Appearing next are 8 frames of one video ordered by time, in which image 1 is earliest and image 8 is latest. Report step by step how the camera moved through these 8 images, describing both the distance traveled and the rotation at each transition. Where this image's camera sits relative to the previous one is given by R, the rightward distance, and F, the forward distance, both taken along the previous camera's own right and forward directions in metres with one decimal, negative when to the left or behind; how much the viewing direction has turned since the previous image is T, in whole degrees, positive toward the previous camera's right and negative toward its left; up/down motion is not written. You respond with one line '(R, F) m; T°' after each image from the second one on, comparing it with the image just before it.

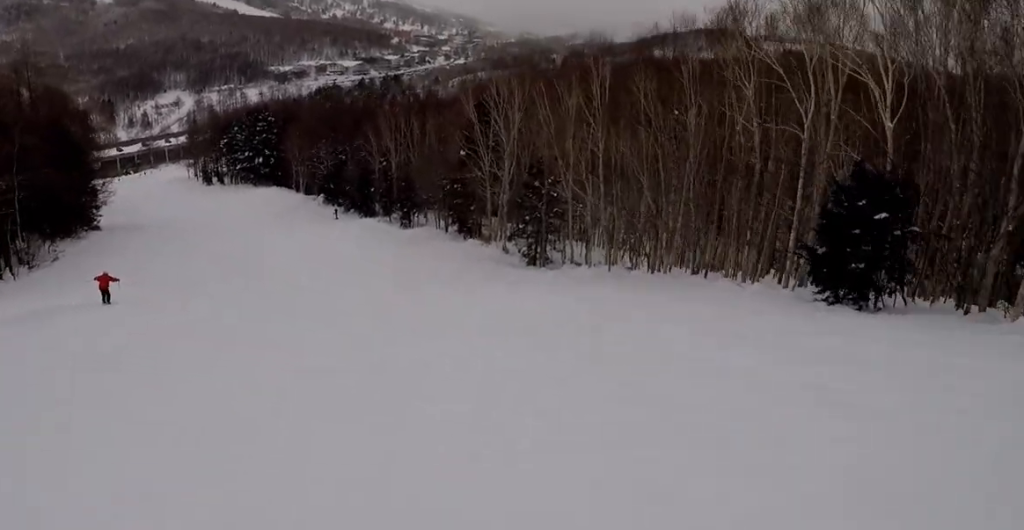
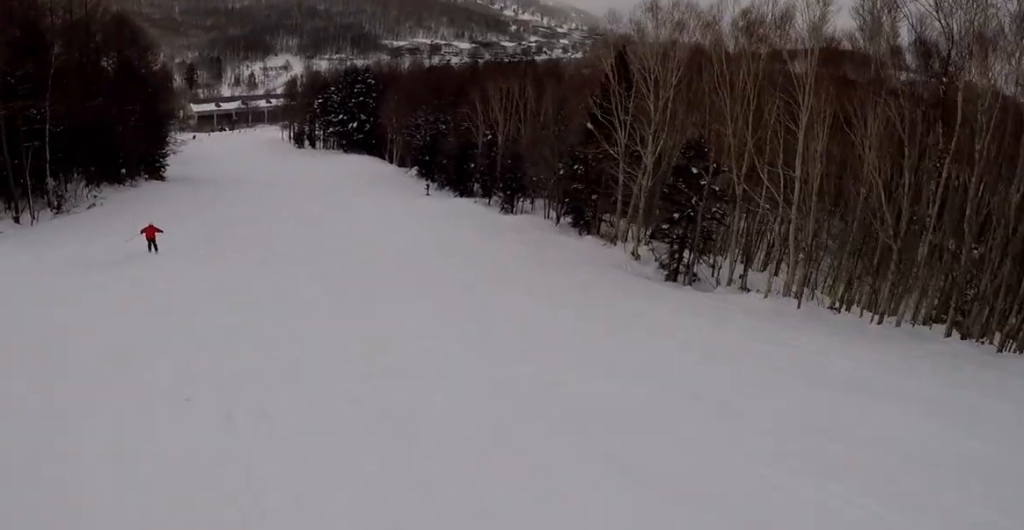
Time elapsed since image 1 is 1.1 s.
(-0.7, +13.4) m; -10°
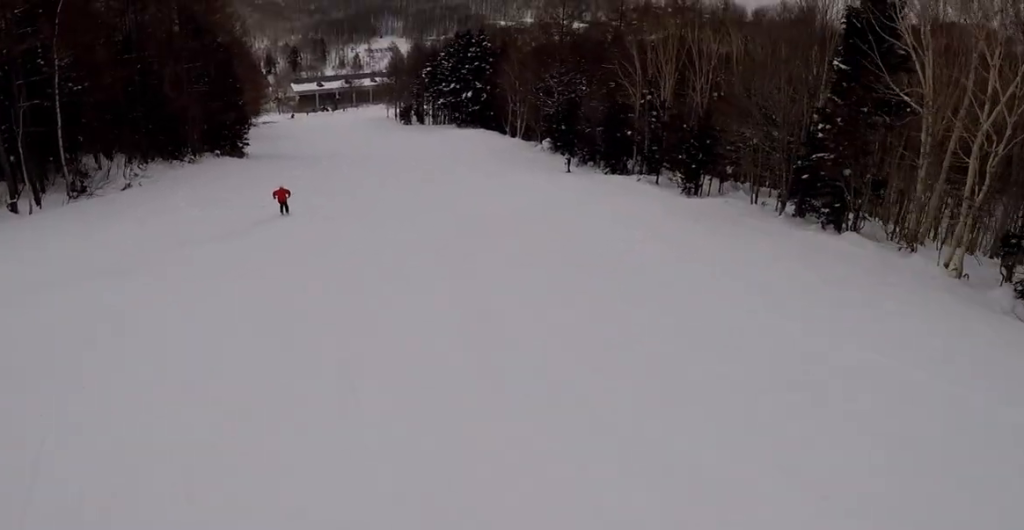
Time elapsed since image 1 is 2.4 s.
(-2.7, +17.2) m; -14°
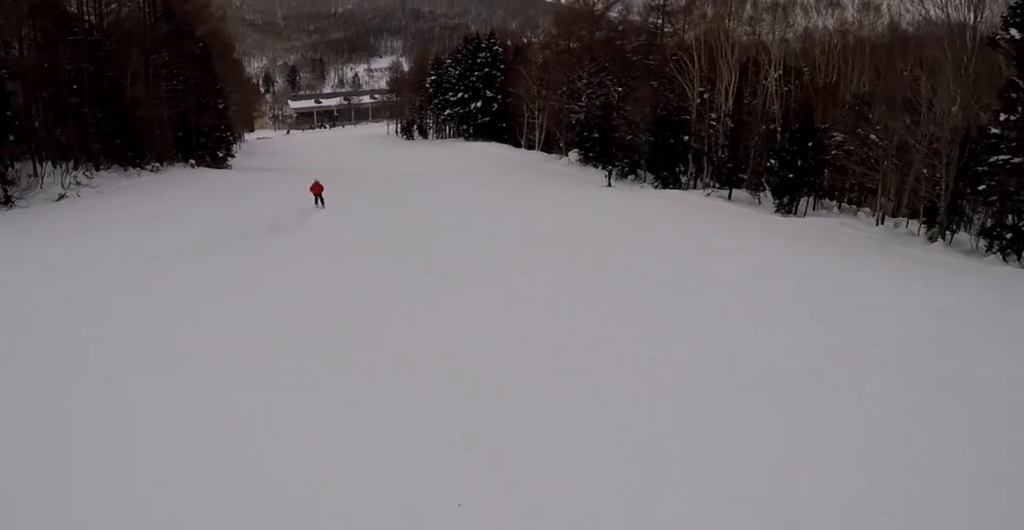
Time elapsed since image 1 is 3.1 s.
(-0.1, +10.9) m; -2°
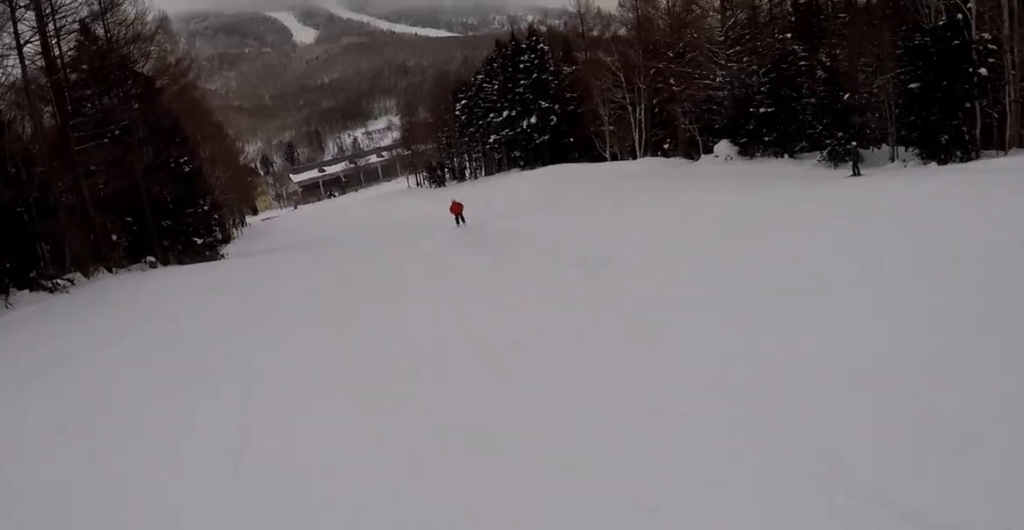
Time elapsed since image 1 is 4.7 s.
(-0.7, +23.9) m; 0°
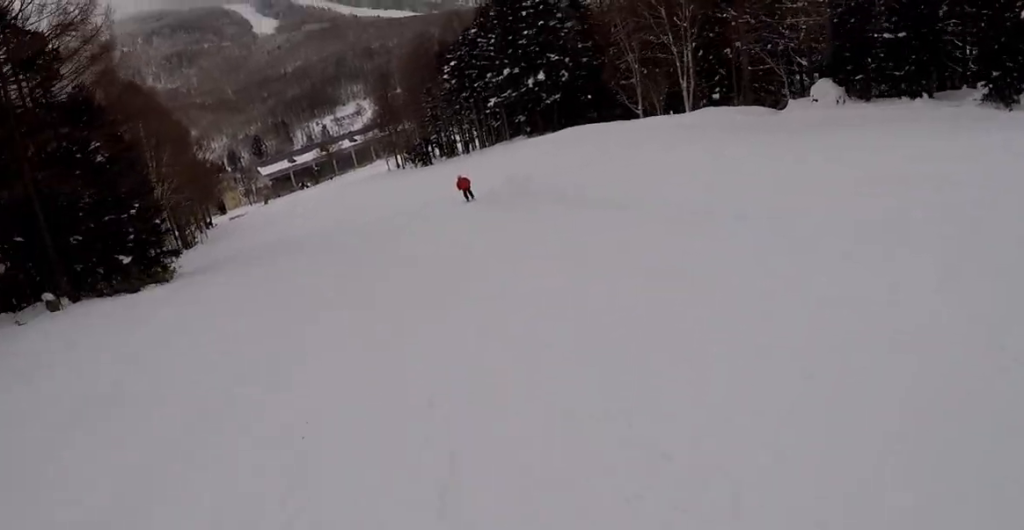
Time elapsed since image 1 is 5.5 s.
(-0.2, +12.6) m; +7°
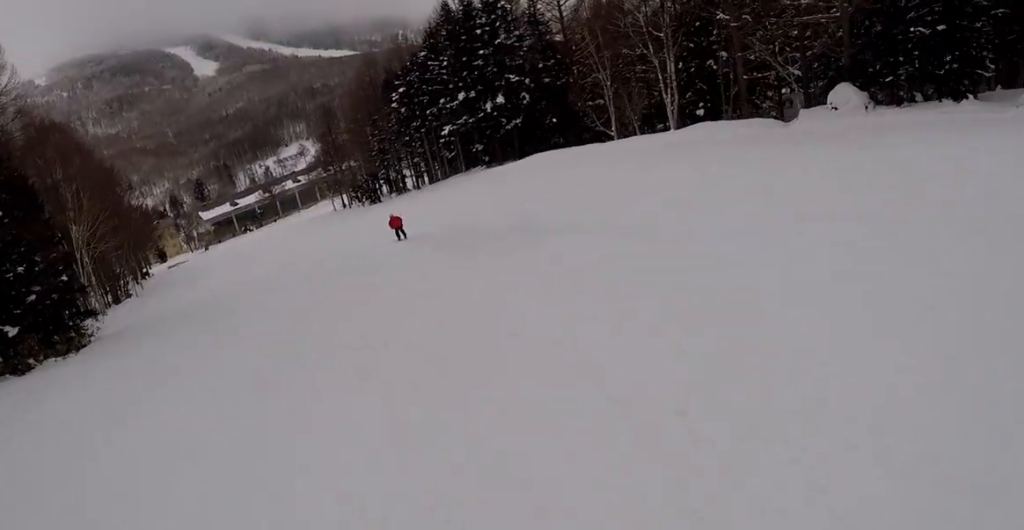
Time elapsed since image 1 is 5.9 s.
(+0.8, +6.5) m; +5°
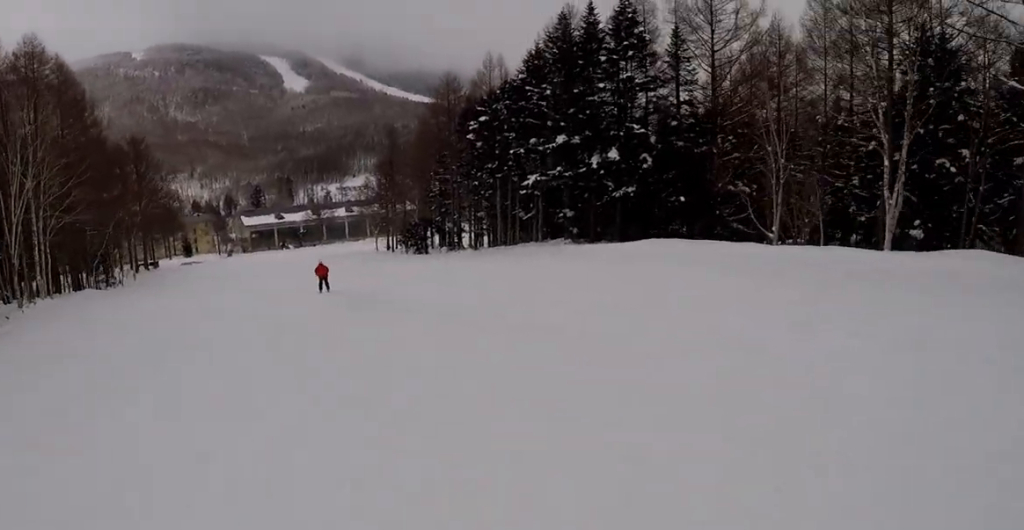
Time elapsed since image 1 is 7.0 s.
(+2.0, +17.1) m; +3°
